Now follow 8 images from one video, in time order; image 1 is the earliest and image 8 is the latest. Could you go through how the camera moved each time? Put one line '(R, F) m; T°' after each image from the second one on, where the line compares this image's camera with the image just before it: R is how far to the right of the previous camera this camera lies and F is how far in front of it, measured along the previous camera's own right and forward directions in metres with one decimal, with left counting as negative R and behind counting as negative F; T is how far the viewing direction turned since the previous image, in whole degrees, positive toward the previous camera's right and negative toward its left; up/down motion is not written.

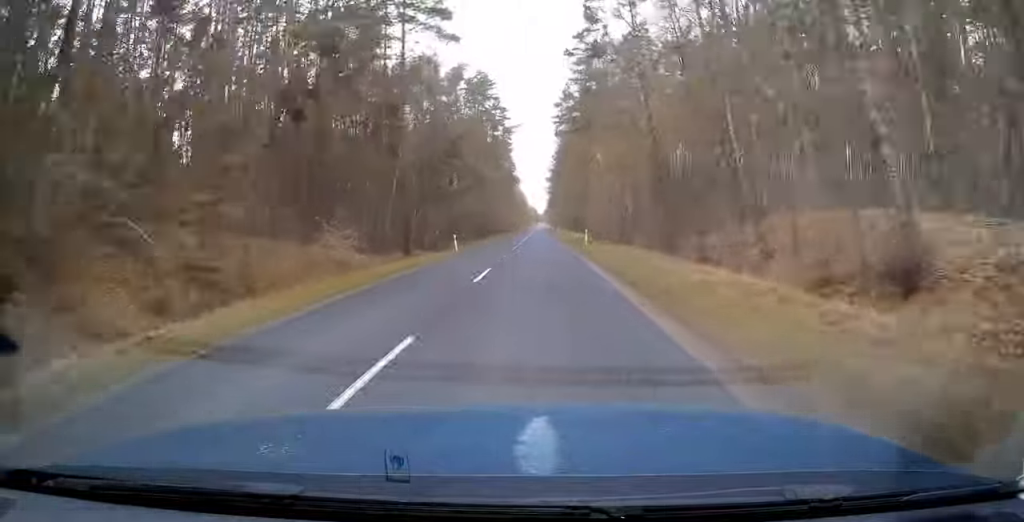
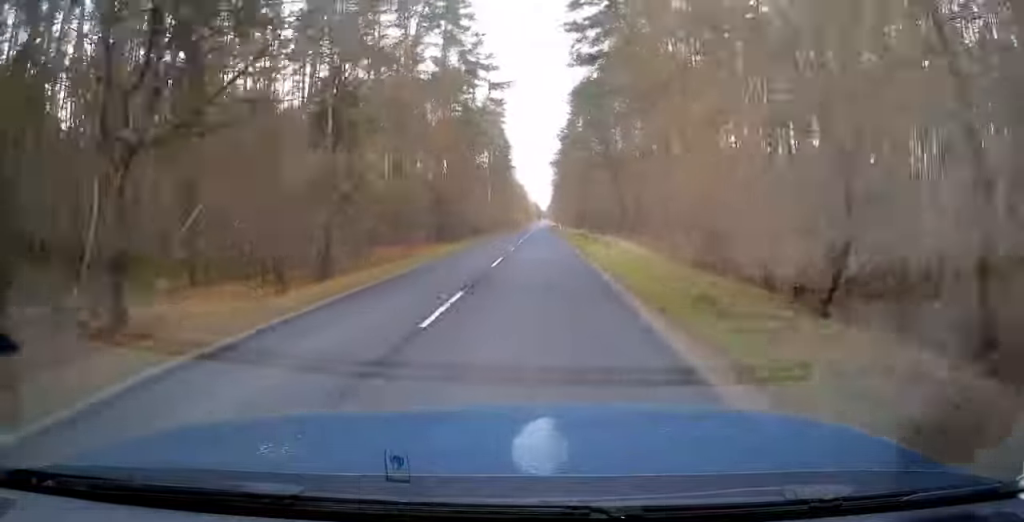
(+0.1, +40.3) m; 0°
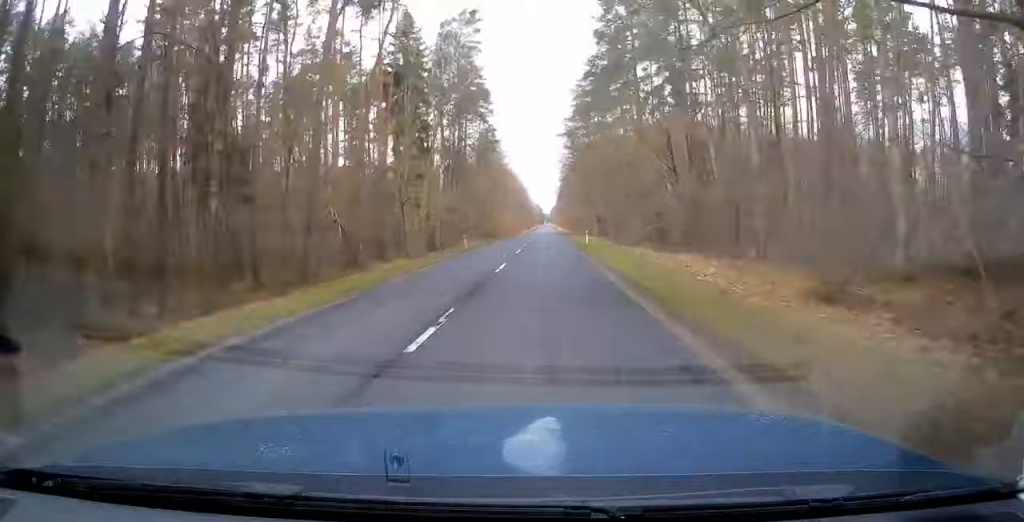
(+0.1, +58.3) m; 0°
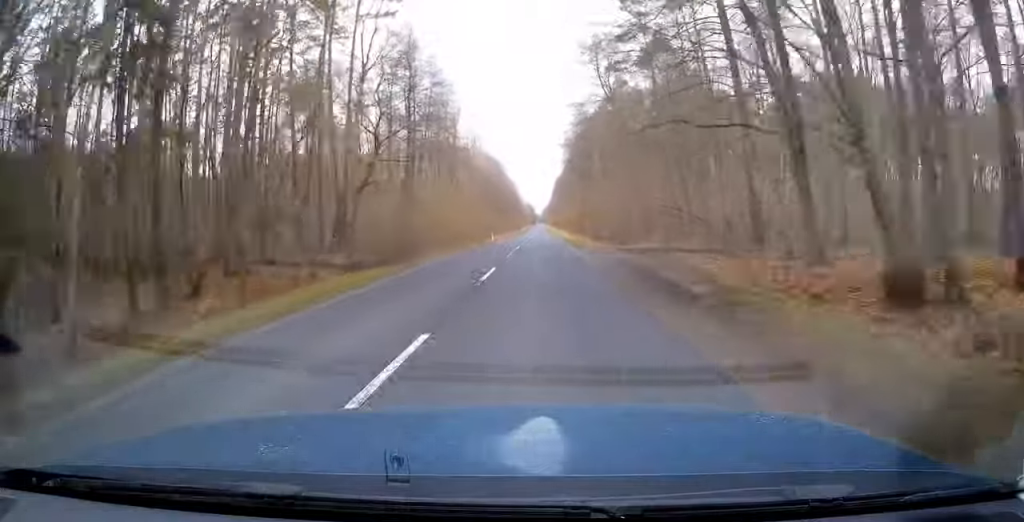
(+0.3, +70.9) m; 0°
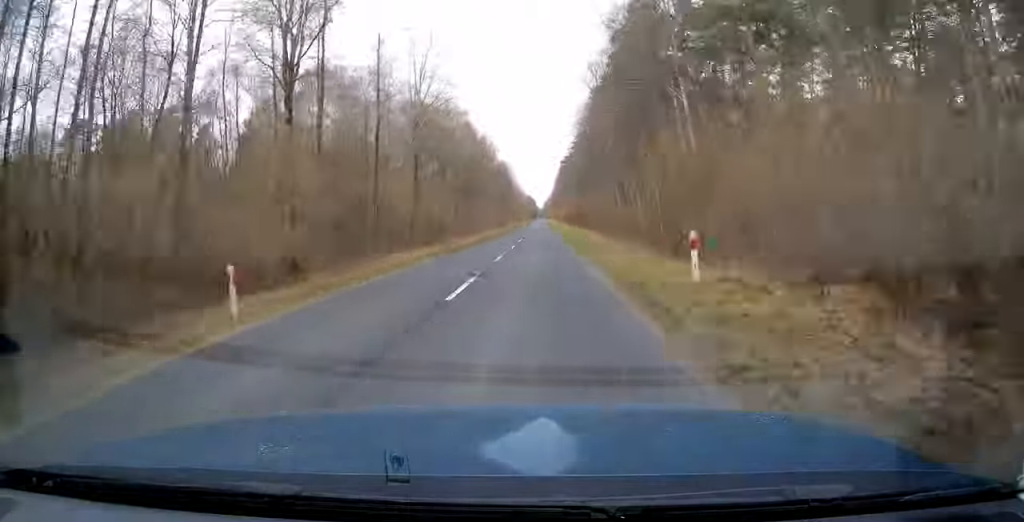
(+0.1, +60.7) m; 0°
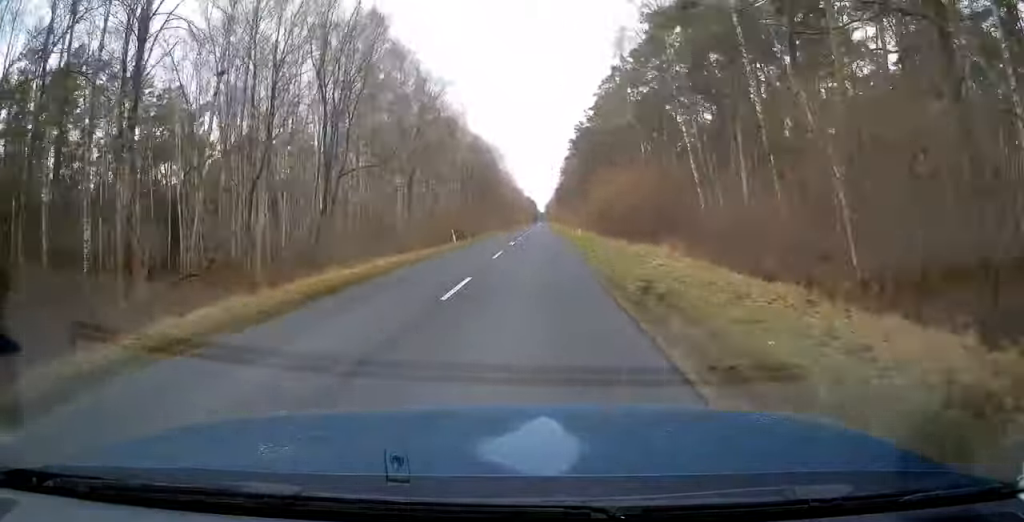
(-0.4, +67.3) m; 0°
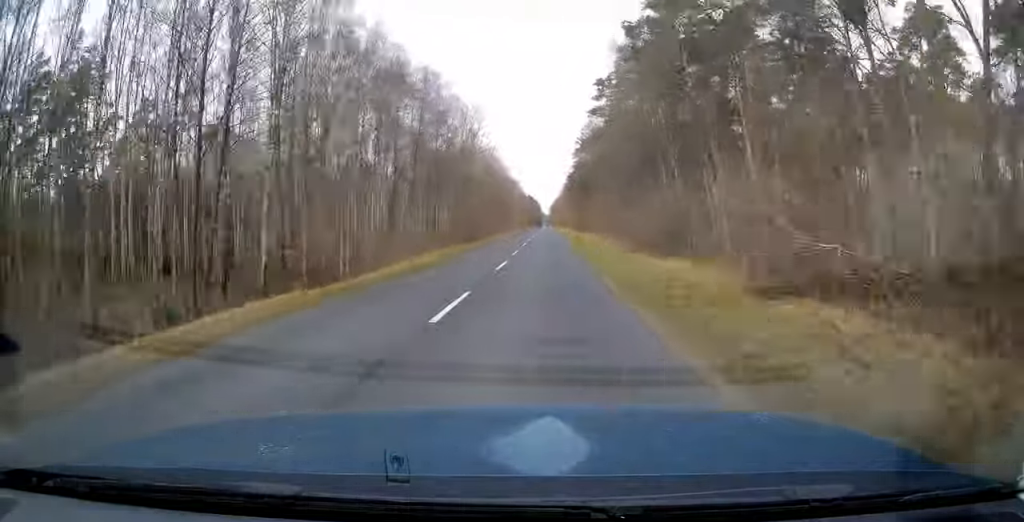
(0.0, +69.8) m; 0°
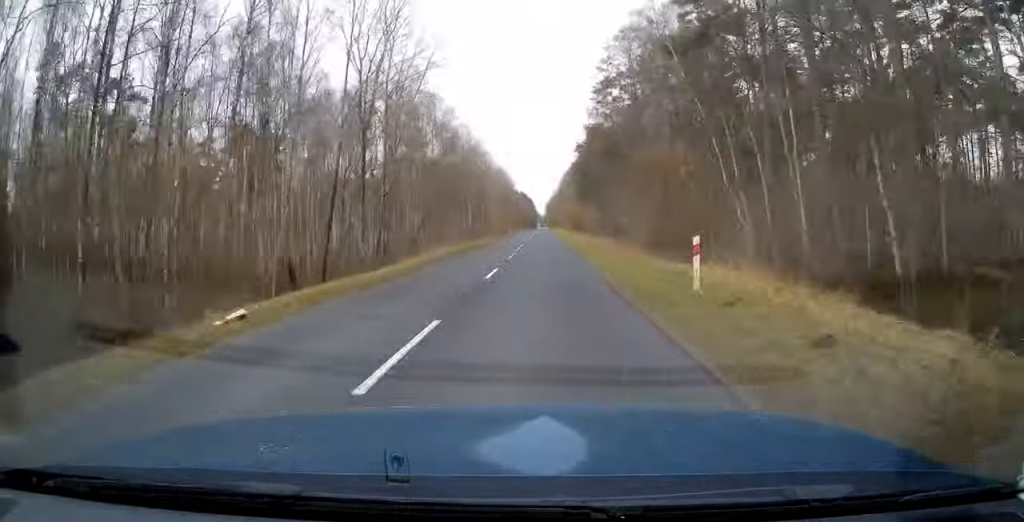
(0.0, +60.3) m; 0°
